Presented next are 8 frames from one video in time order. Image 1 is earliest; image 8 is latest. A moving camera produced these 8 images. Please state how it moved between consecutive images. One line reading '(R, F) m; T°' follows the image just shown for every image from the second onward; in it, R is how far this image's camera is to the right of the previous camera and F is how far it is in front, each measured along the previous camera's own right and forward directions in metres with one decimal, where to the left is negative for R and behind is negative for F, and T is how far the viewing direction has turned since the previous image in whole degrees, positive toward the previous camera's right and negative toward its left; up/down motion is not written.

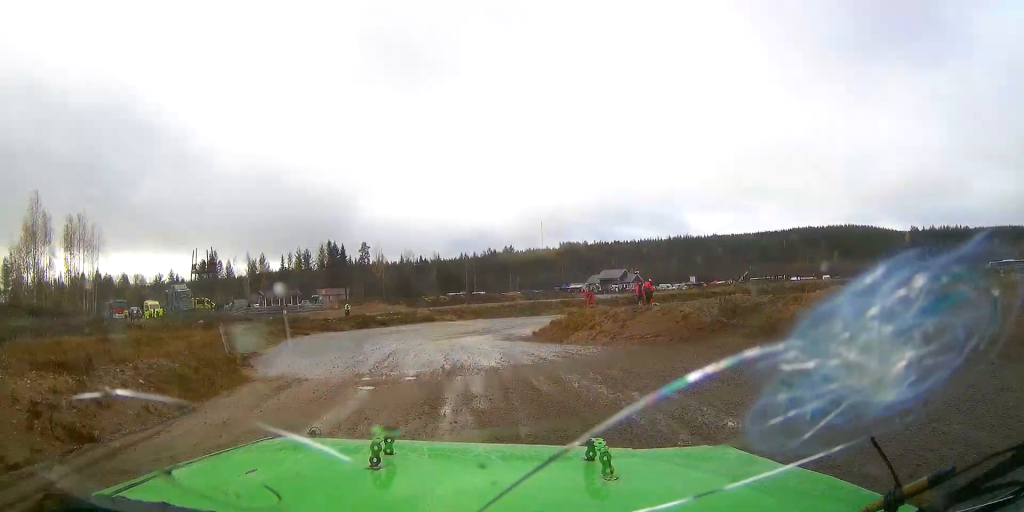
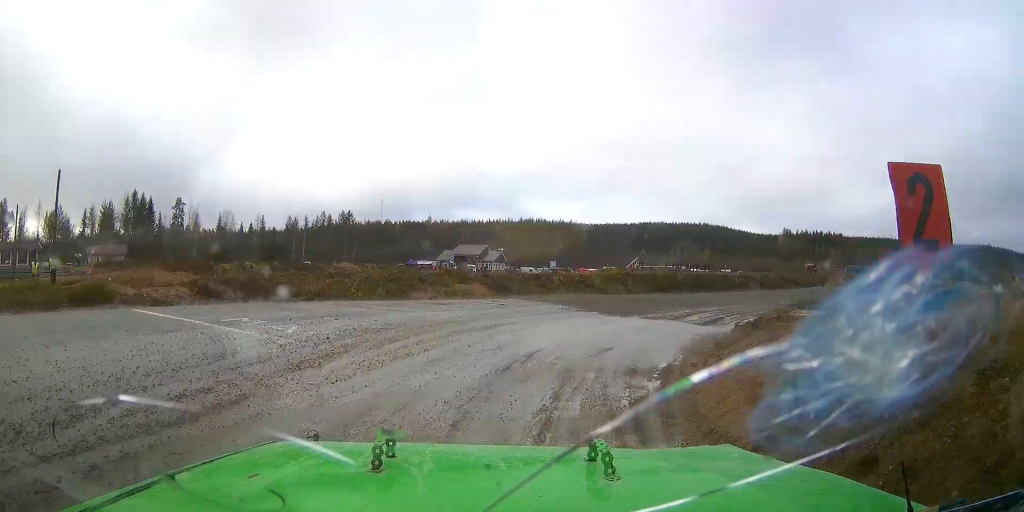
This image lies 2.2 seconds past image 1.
(+0.2, +27.5) m; +20°
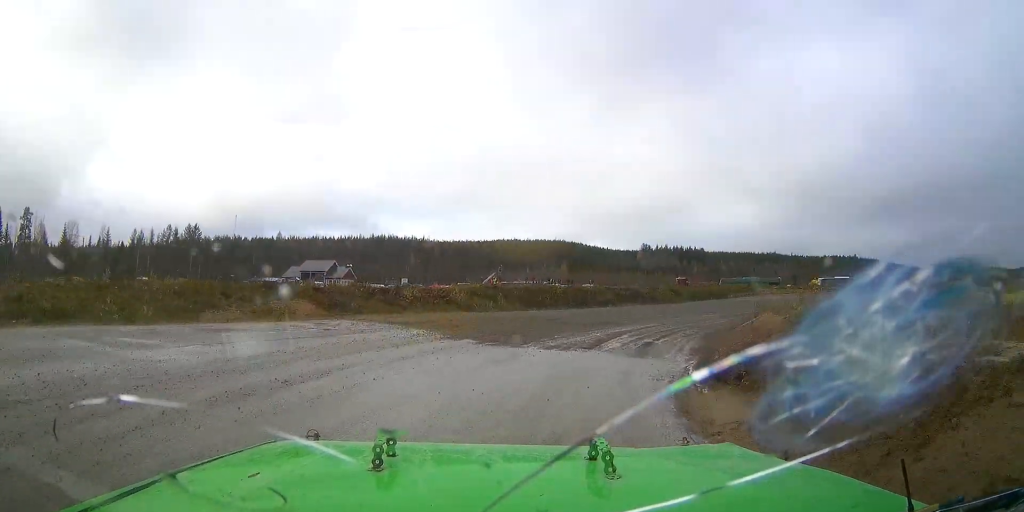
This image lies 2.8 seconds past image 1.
(+1.3, +6.9) m; +13°
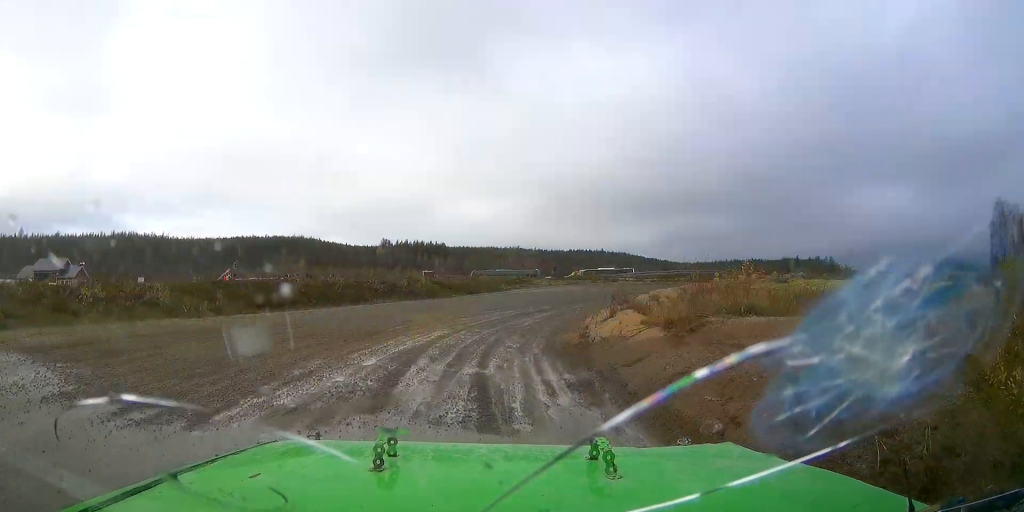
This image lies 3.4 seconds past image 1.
(+0.6, +7.4) m; +14°
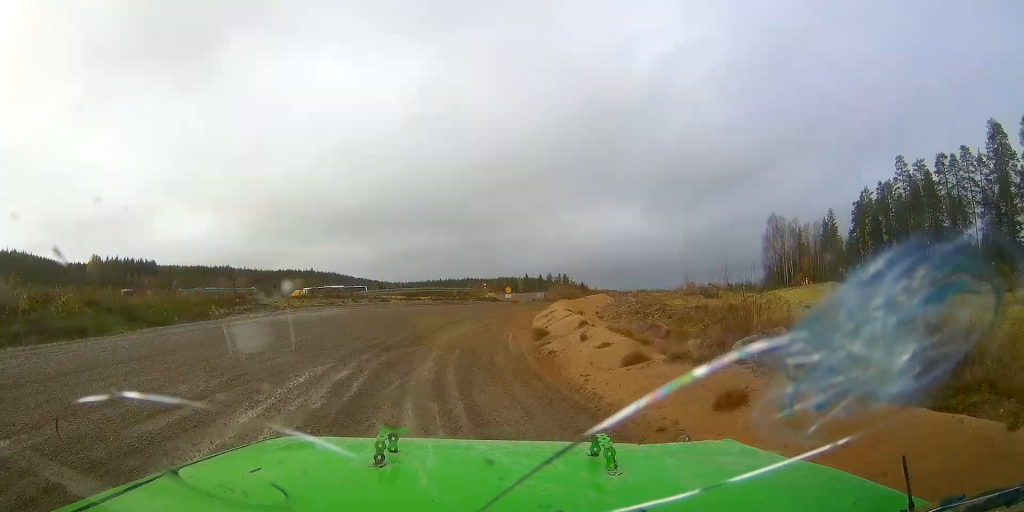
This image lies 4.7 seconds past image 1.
(+4.6, +16.2) m; +31°
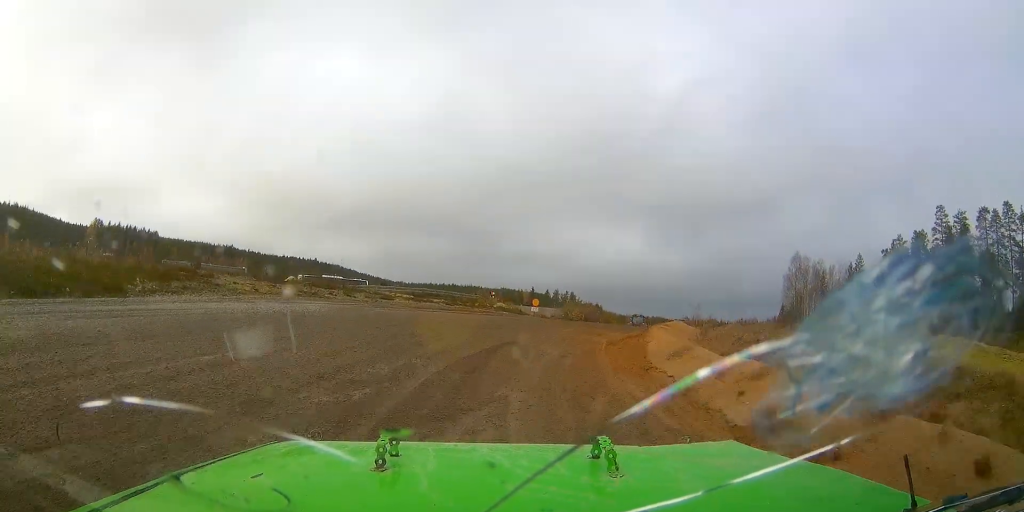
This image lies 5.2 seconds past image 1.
(-0.1, +7.1) m; +13°
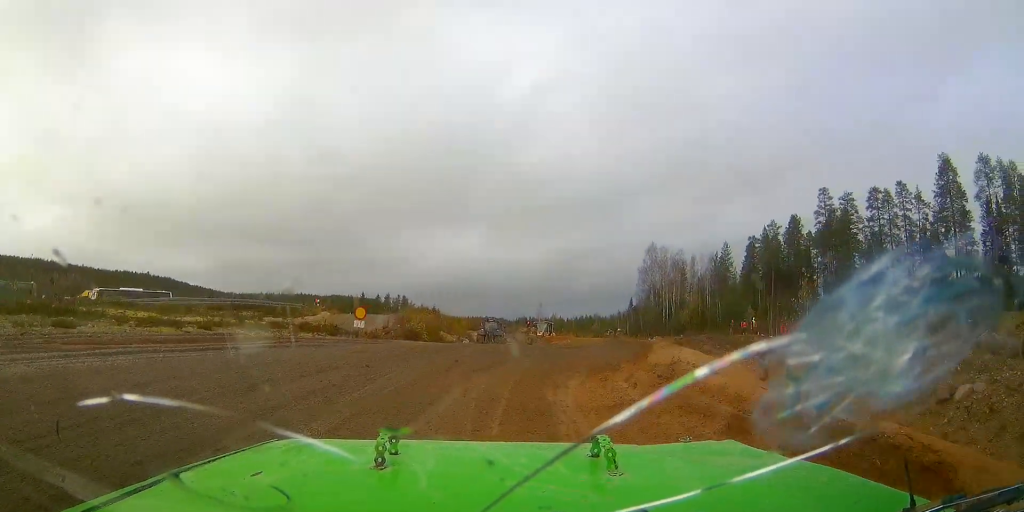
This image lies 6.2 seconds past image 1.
(+3.2, +12.1) m; +15°
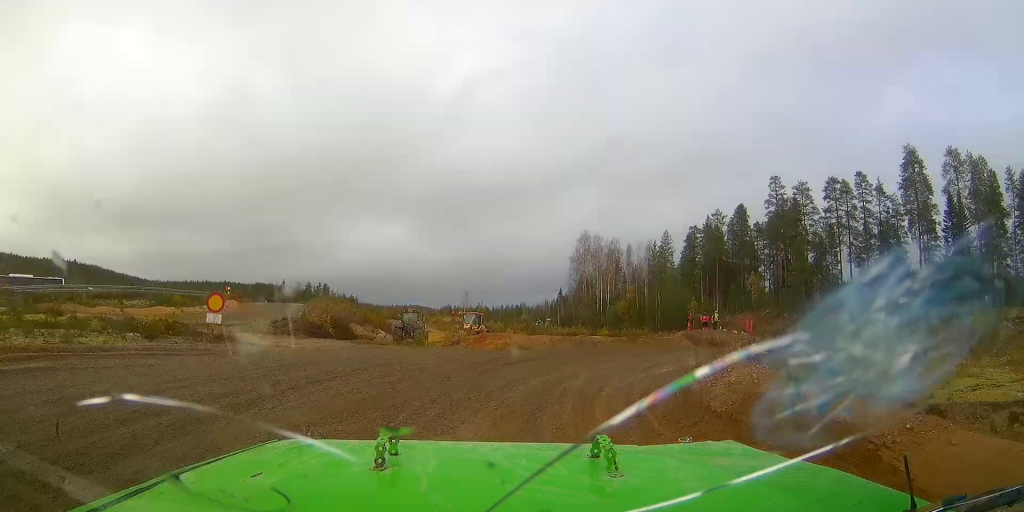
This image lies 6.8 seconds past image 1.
(+0.1, +7.2) m; +13°
